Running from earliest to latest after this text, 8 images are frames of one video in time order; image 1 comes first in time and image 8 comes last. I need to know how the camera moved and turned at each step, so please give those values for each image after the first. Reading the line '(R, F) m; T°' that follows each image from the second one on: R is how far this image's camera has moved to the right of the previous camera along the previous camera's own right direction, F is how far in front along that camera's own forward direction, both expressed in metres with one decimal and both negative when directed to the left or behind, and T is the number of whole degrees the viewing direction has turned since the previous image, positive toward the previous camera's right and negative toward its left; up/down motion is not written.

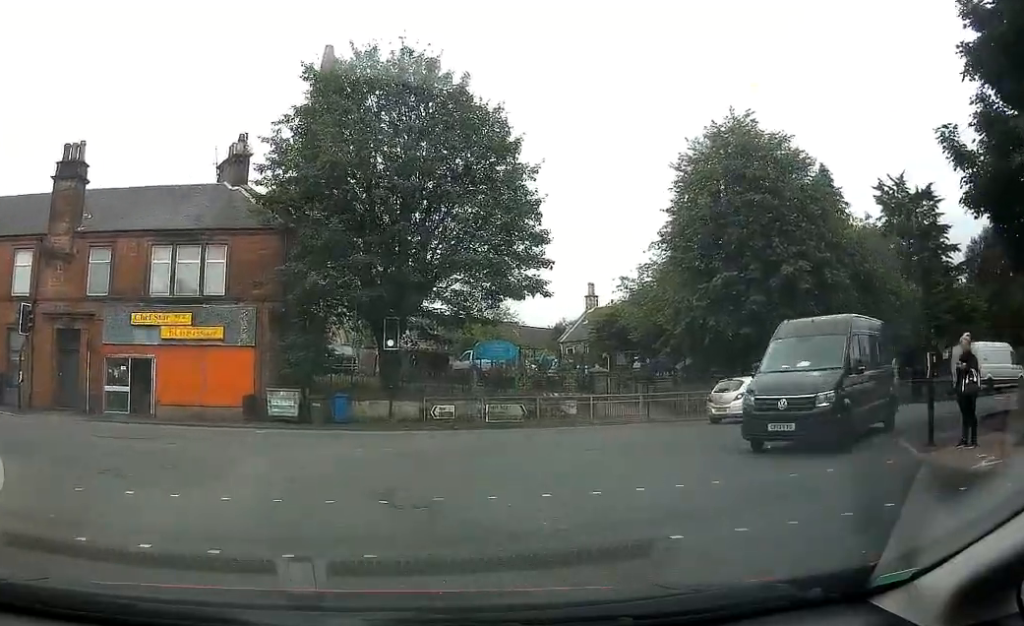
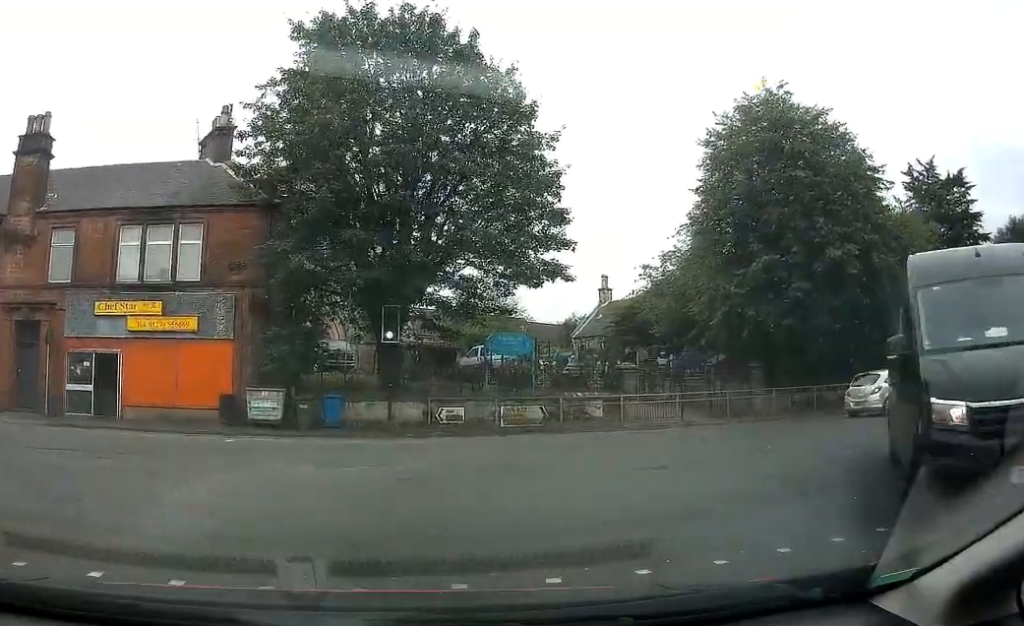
(0.0, +3.7) m; +2°
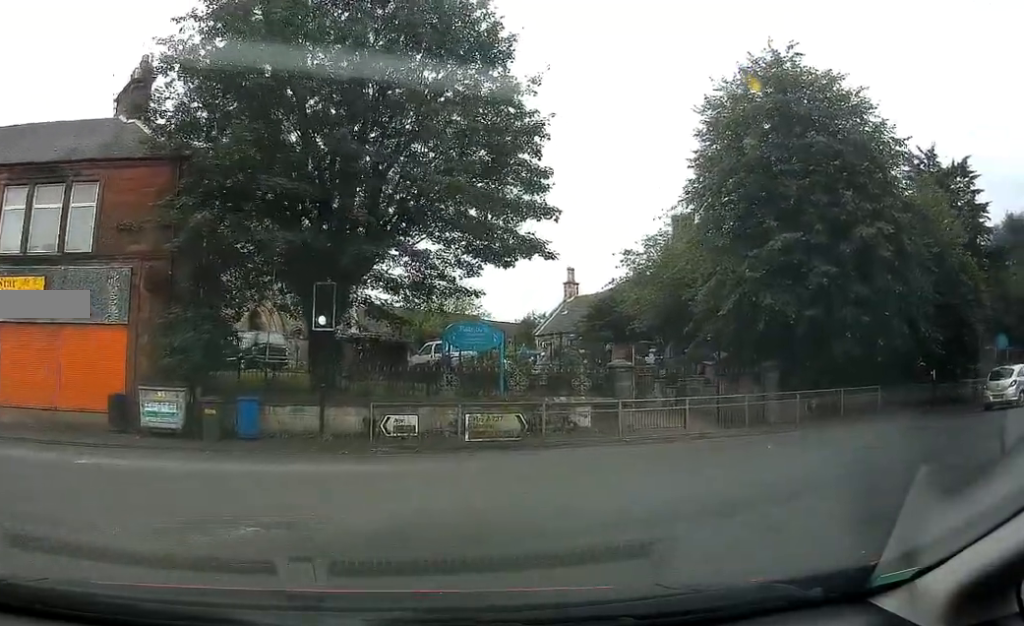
(+0.1, +5.2) m; +7°
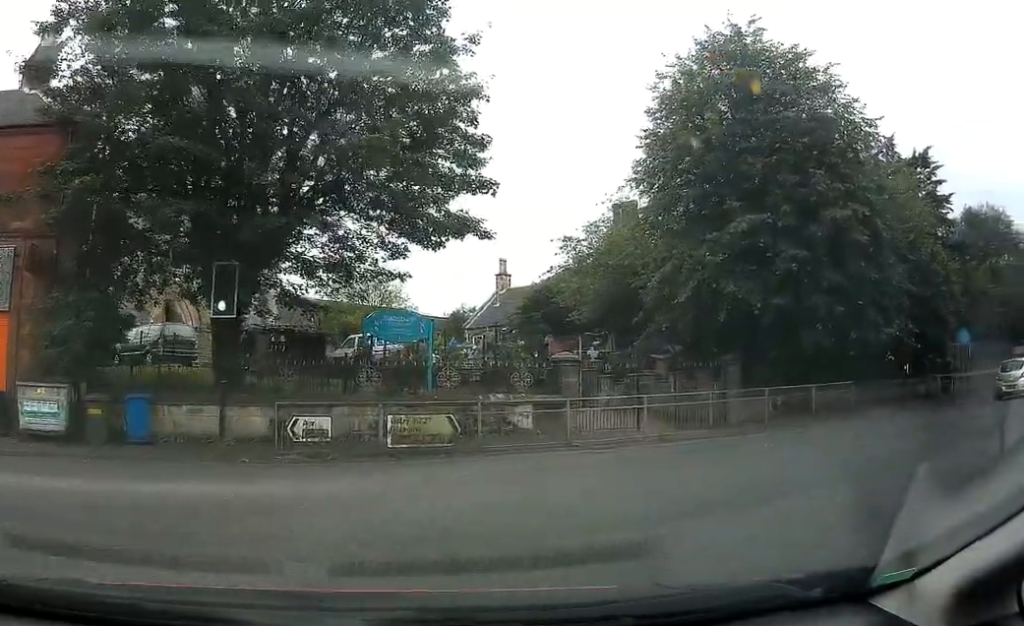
(0.0, +2.8) m; +6°
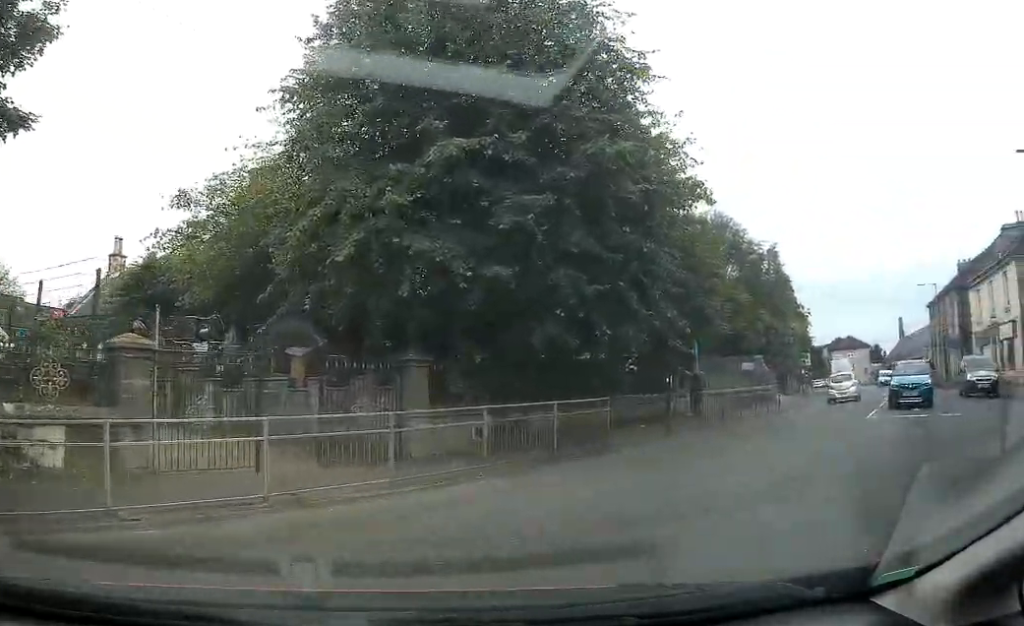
(+1.7, +8.4) m; +23°
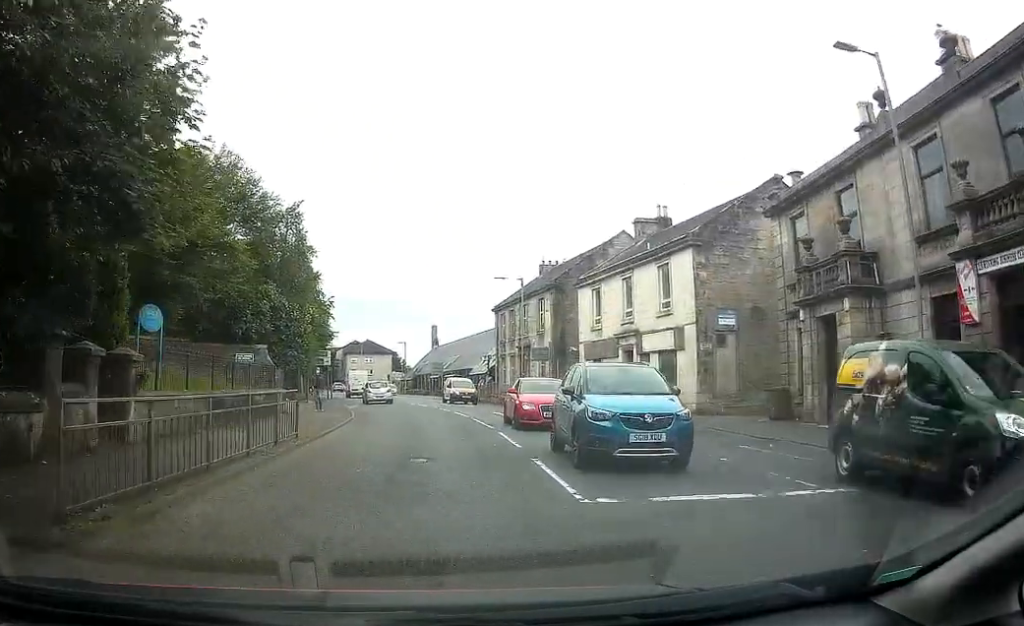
(+4.5, +10.0) m; +38°
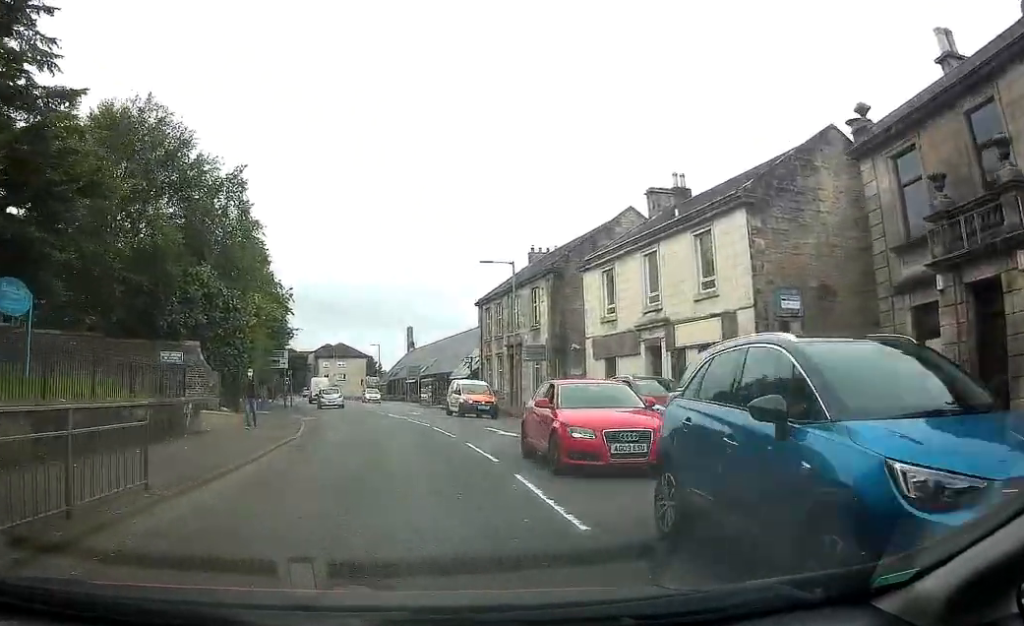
(+0.5, +7.8) m; +3°
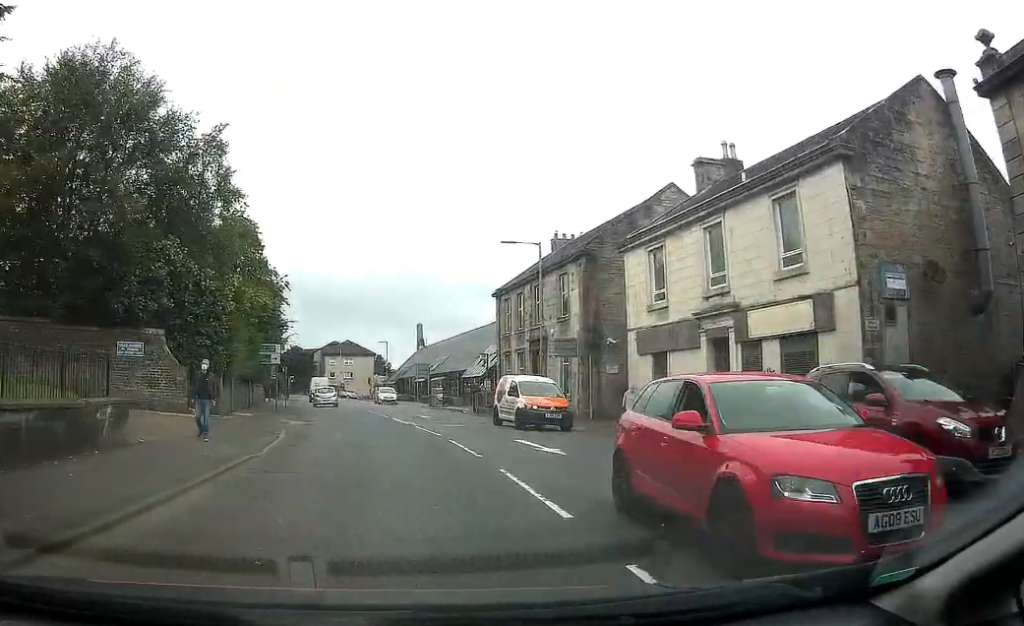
(0.0, +5.6) m; 0°
